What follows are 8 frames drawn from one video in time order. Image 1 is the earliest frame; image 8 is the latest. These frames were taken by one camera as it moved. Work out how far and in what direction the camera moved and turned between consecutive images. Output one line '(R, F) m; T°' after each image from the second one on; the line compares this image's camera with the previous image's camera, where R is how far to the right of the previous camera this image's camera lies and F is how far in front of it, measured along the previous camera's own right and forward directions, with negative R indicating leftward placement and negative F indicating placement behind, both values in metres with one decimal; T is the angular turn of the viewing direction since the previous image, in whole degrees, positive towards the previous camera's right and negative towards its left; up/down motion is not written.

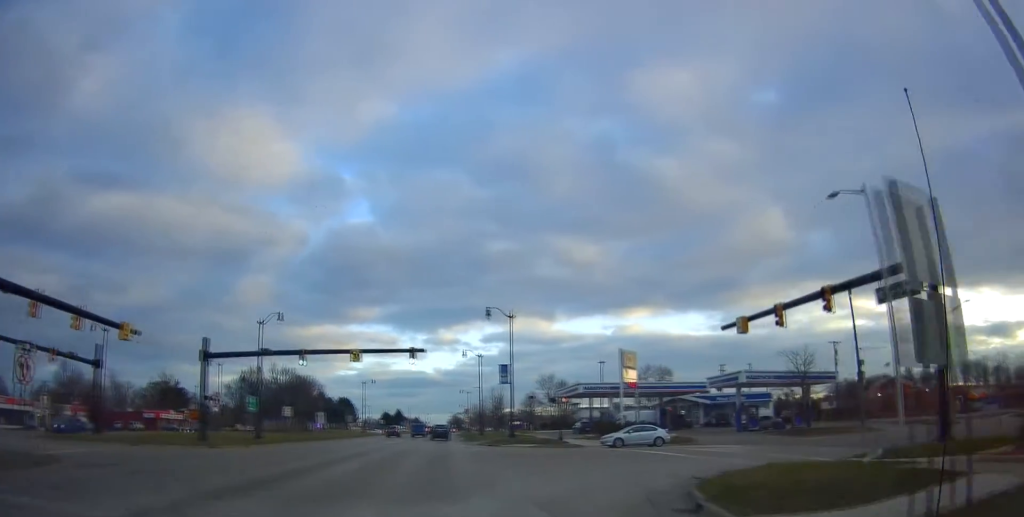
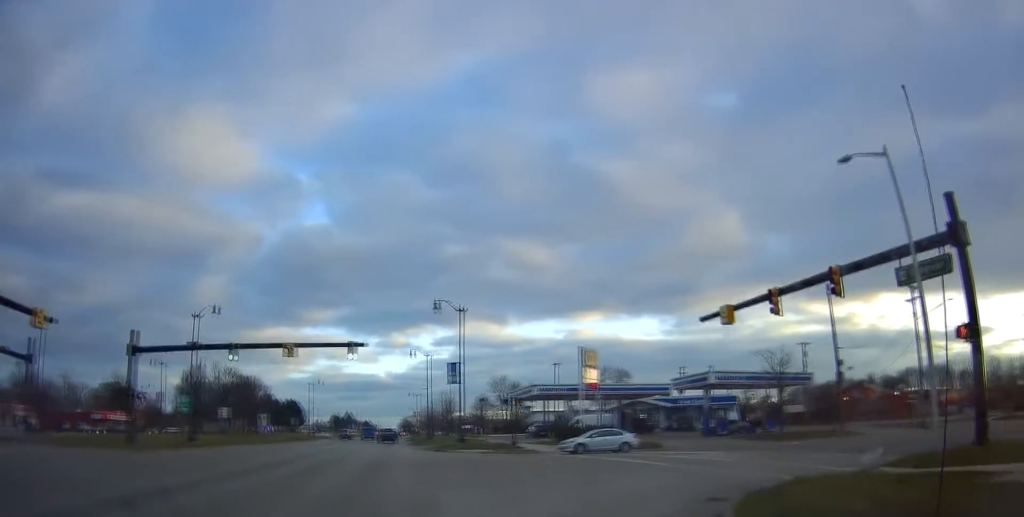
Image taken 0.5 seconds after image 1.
(+0.4, +4.3) m; +3°
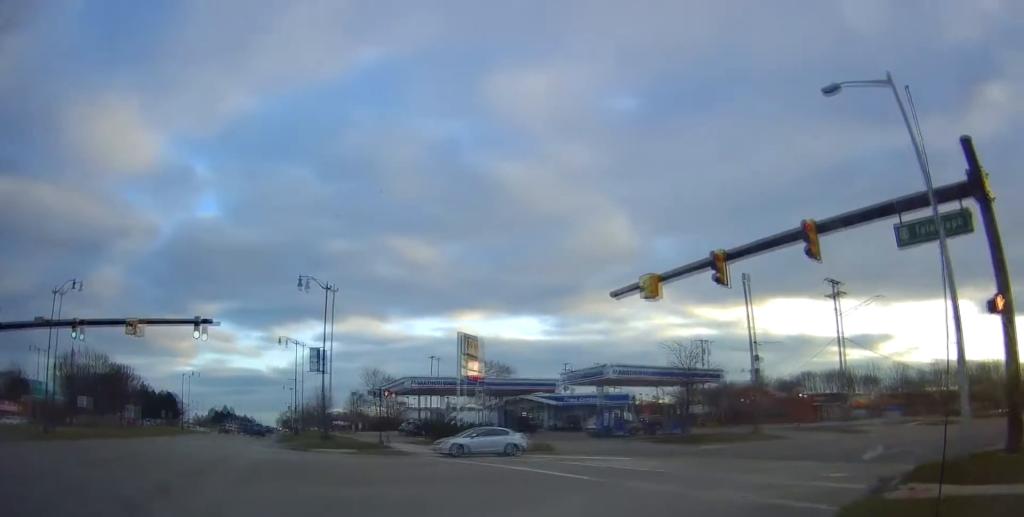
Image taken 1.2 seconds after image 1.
(+0.2, +5.8) m; +9°
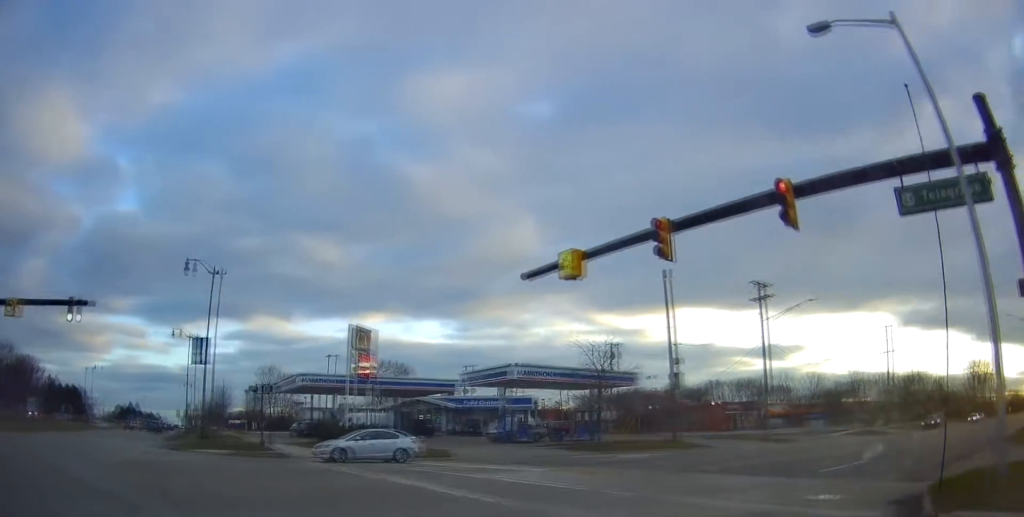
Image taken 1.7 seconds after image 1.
(-0.4, +3.6) m; +9°
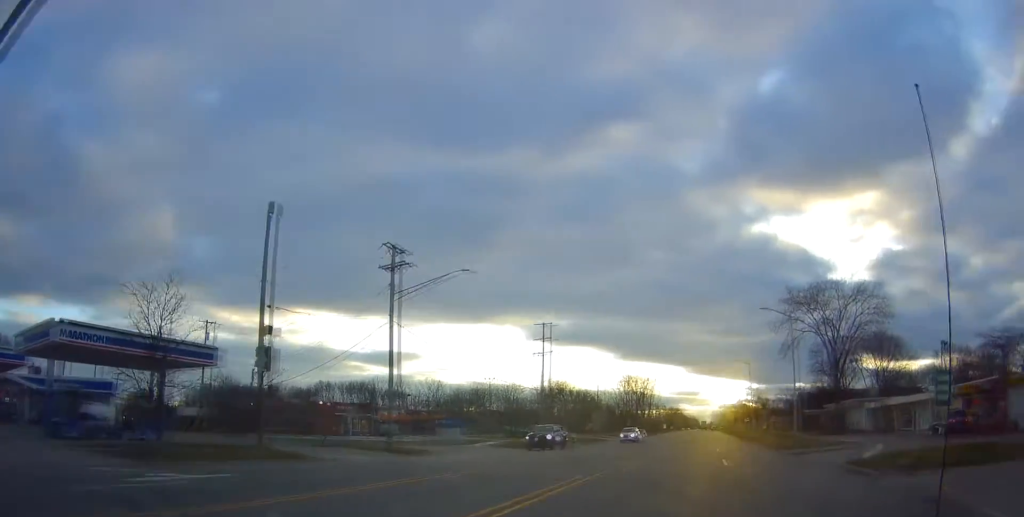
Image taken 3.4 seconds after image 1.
(+5.2, +10.8) m; +41°
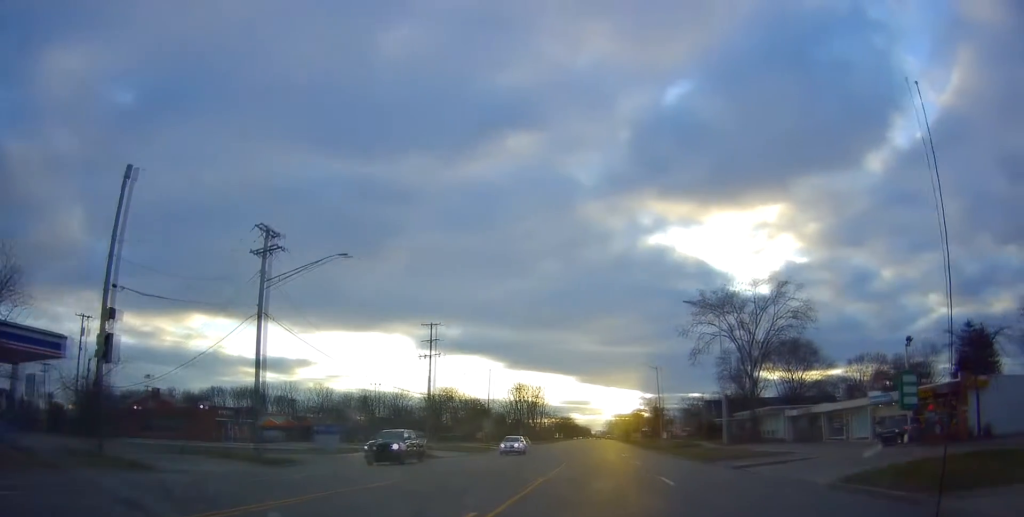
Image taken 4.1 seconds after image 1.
(+0.5, +4.9) m; +8°
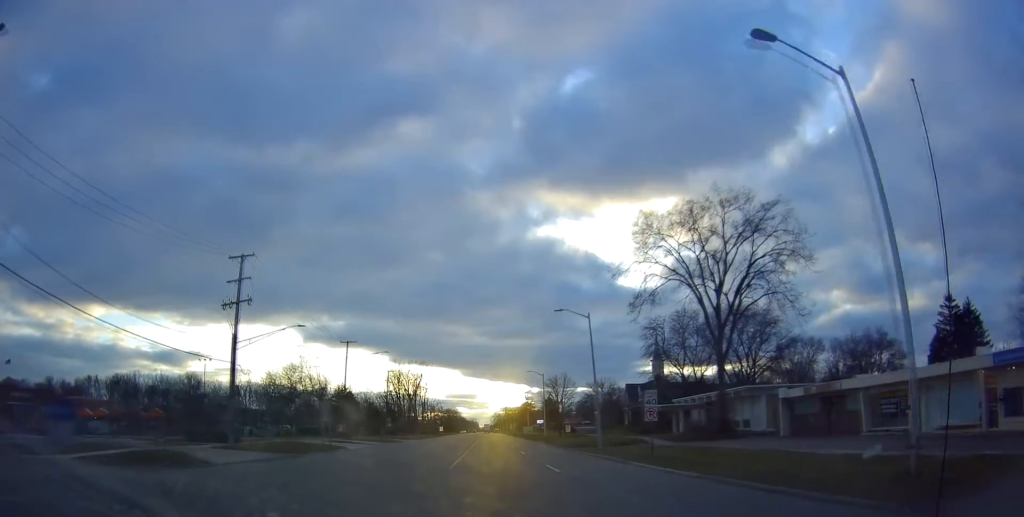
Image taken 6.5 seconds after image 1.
(+2.7, +23.2) m; +11°
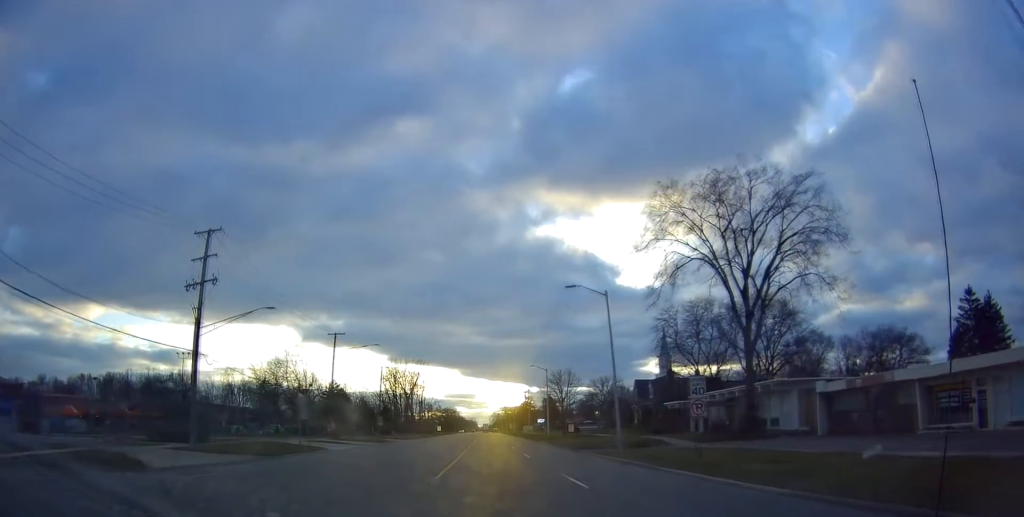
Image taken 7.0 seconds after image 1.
(-0.1, +5.7) m; +2°
